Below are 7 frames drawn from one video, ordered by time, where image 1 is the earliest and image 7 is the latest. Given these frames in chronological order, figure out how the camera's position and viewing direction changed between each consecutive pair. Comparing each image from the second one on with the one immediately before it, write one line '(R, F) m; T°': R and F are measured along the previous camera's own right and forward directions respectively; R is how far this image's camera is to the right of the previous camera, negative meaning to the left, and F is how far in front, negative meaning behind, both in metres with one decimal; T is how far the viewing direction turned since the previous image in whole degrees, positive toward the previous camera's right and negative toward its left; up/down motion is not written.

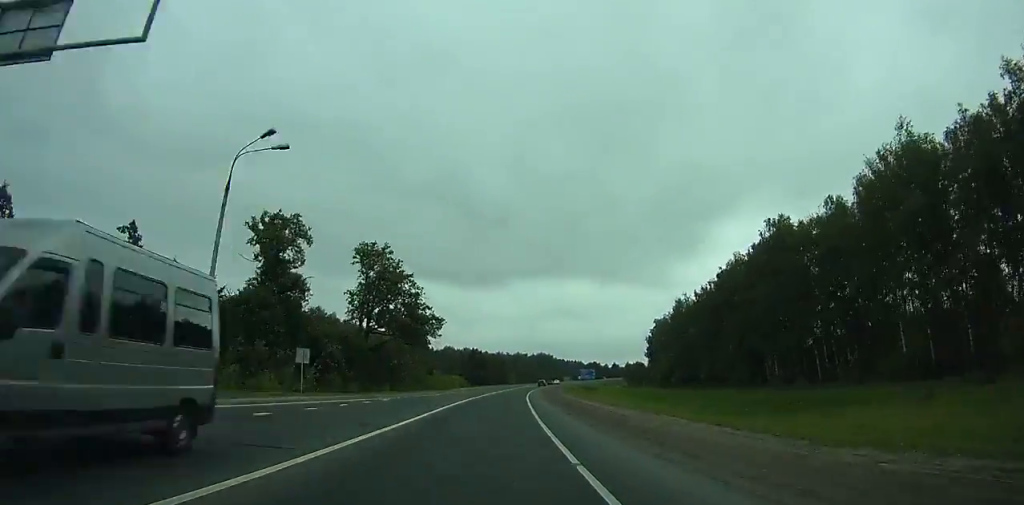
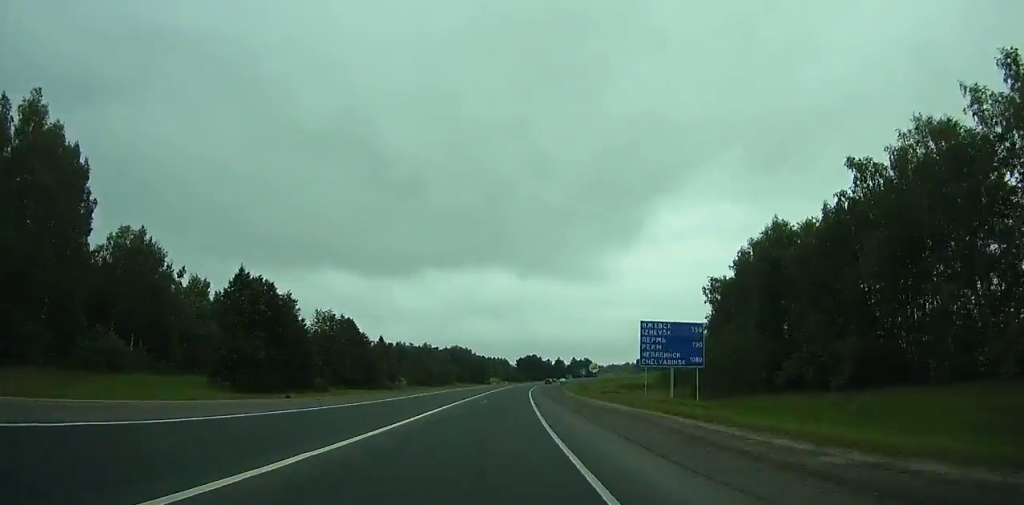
(+10.6, +149.8) m; +8°
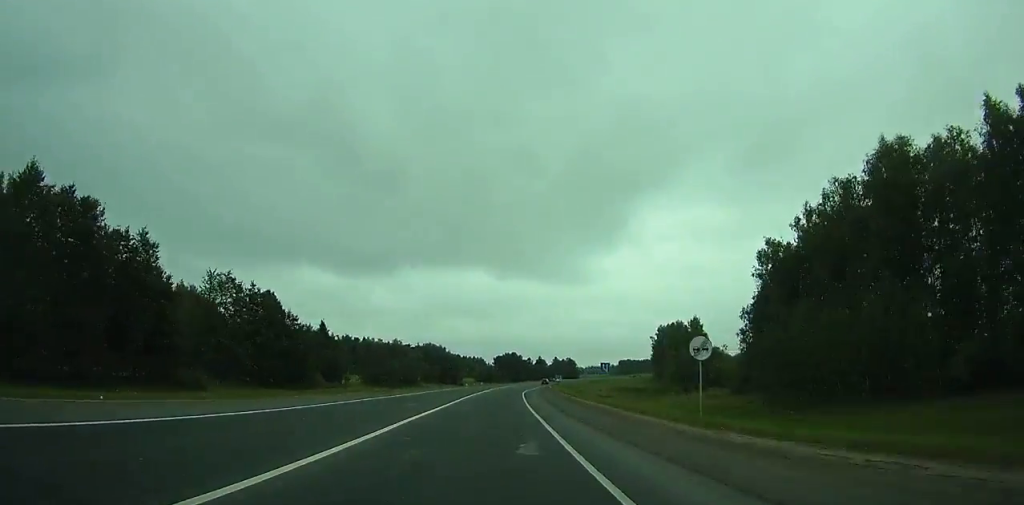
(+0.3, +34.1) m; +2°
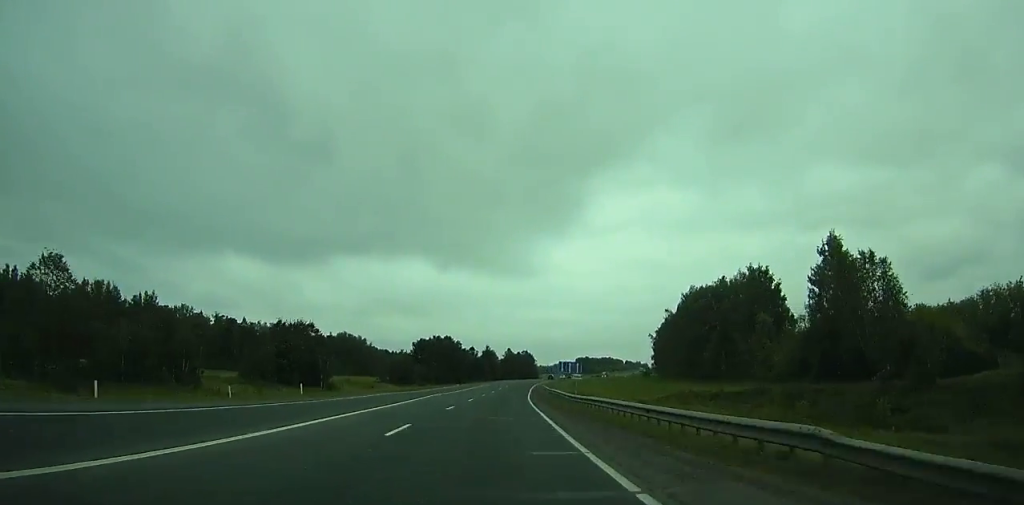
(+5.7, +106.1) m; +6°
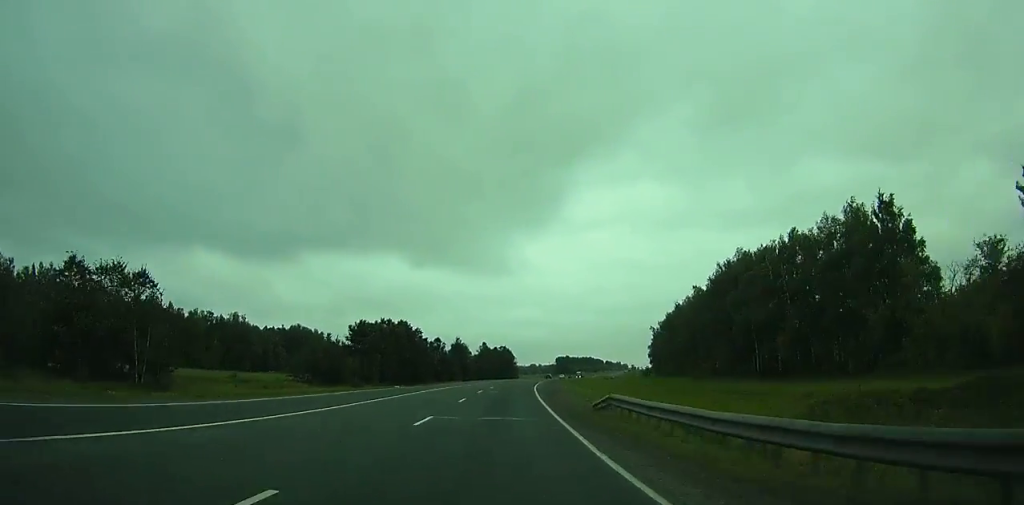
(+1.0, +46.6) m; +3°
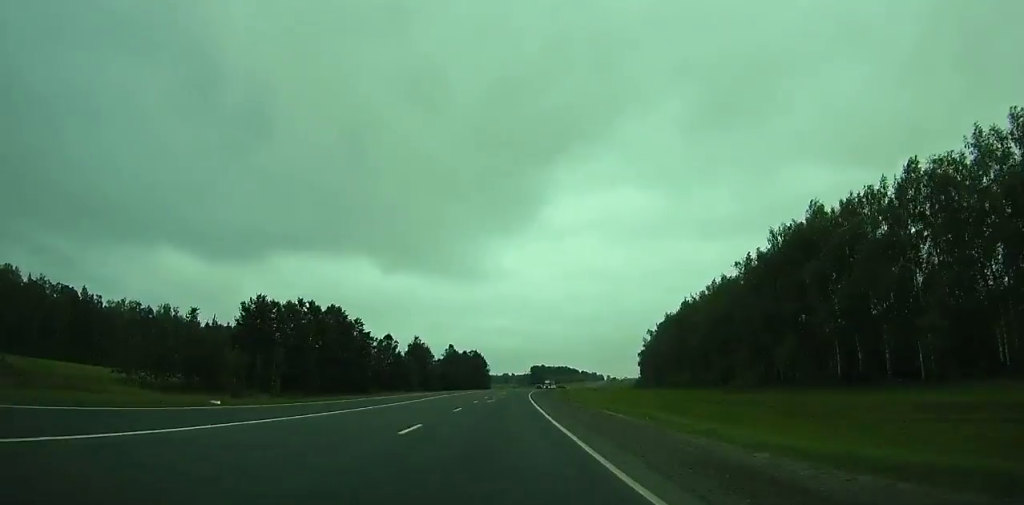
(+0.3, +37.5) m; +2°
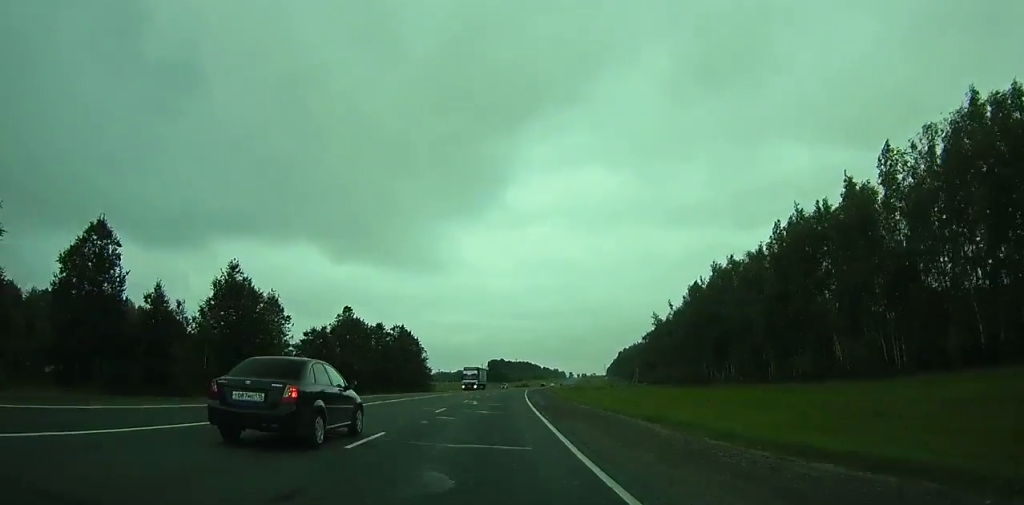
(+3.7, +89.8) m; +4°
